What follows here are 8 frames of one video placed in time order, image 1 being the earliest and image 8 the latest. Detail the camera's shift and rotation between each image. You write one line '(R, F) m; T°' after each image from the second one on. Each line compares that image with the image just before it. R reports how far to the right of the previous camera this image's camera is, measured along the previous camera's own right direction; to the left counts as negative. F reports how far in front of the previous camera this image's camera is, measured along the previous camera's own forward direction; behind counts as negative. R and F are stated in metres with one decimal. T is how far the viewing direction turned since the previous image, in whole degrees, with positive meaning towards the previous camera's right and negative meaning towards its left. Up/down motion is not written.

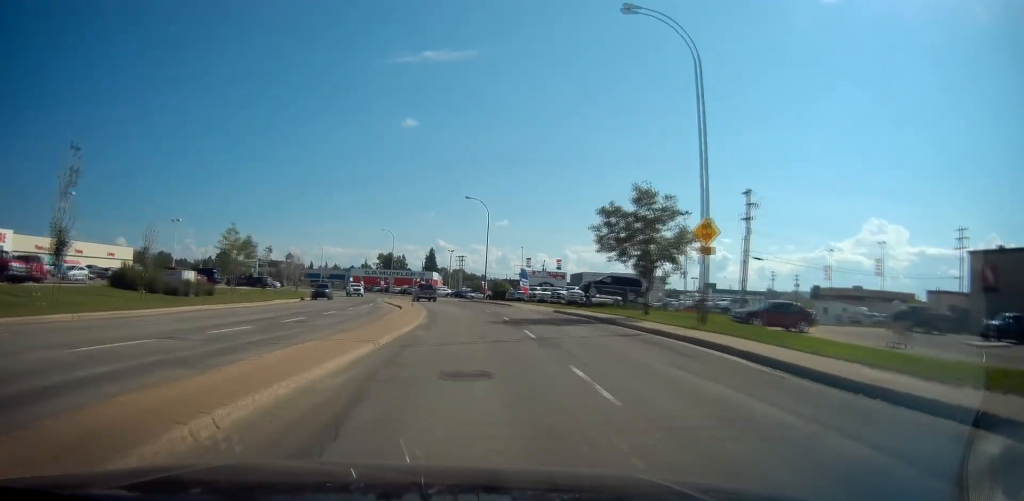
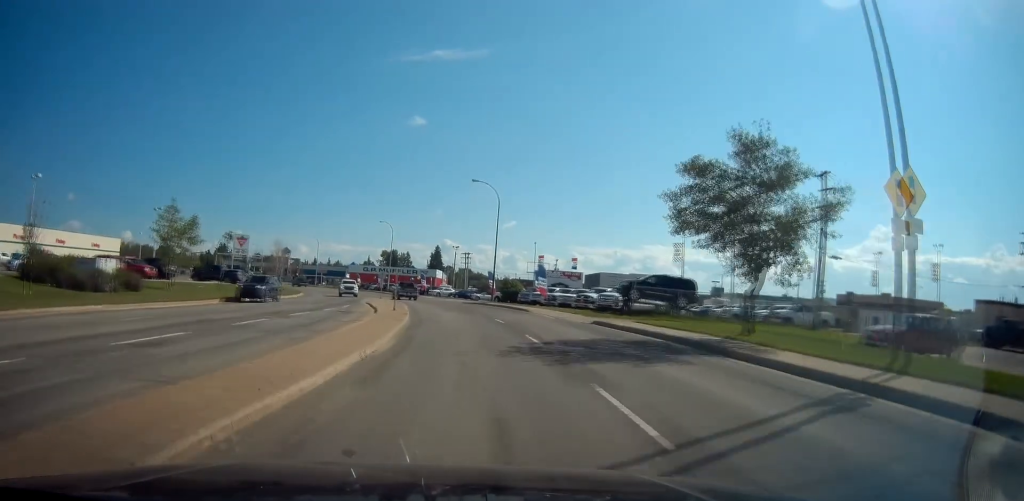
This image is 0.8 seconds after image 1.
(+0.1, +10.5) m; 0°
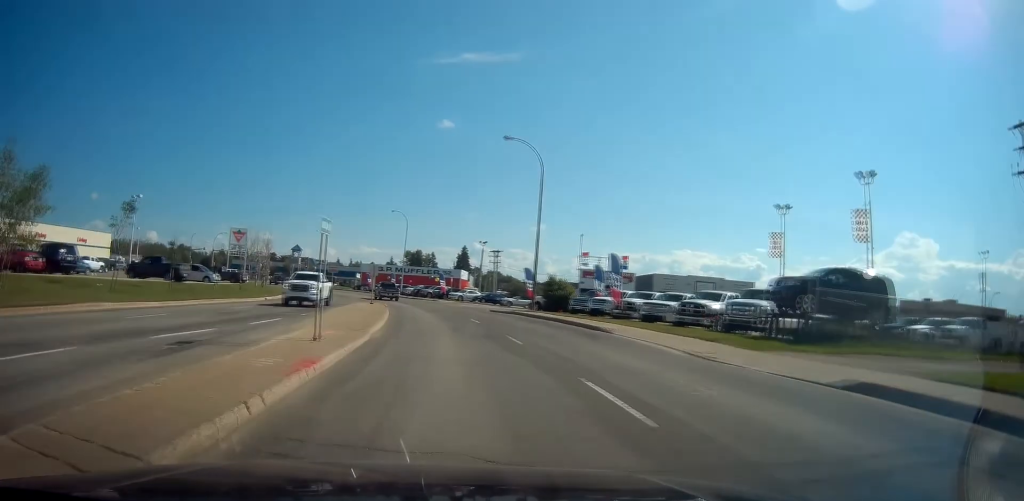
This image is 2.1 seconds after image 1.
(-0.2, +17.1) m; -2°
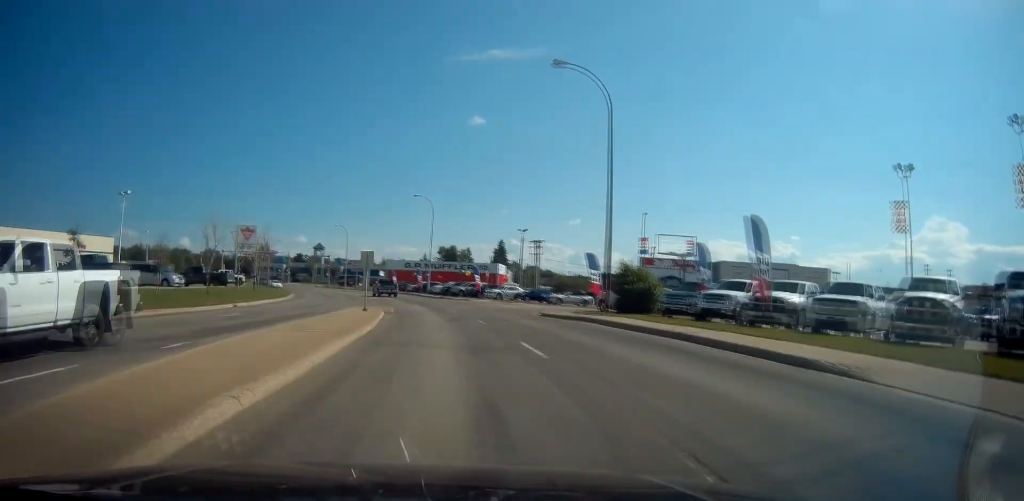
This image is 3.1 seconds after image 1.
(-0.1, +12.9) m; -4°
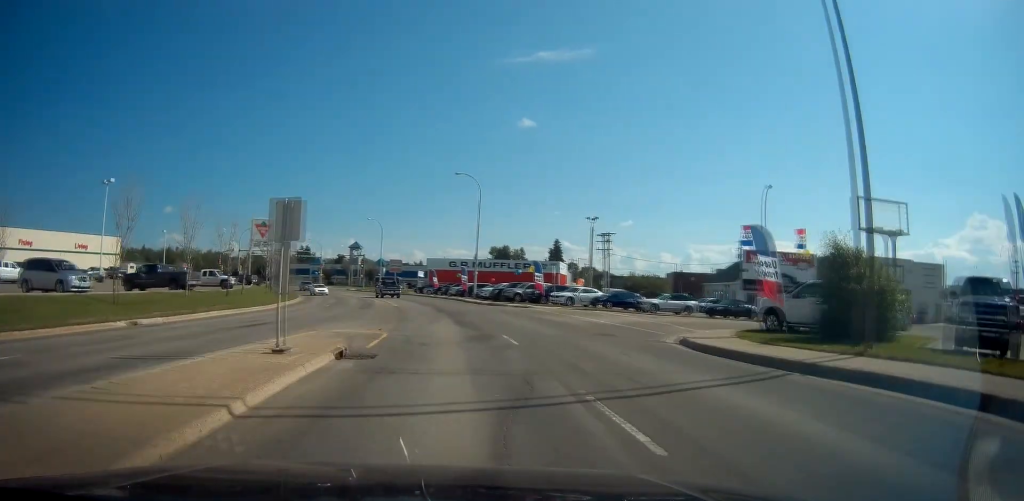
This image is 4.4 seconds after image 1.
(-1.1, +16.3) m; -3°
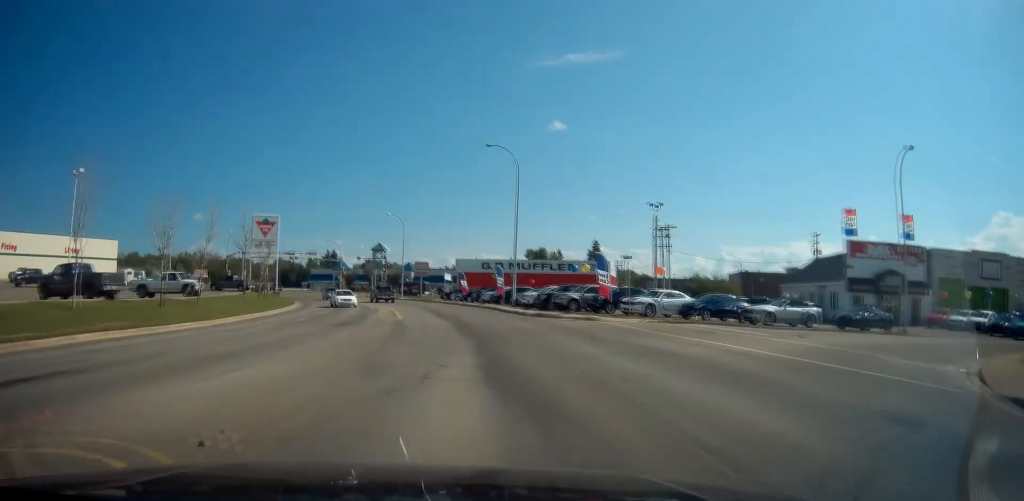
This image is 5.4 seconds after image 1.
(+0.4, +12.9) m; -2°
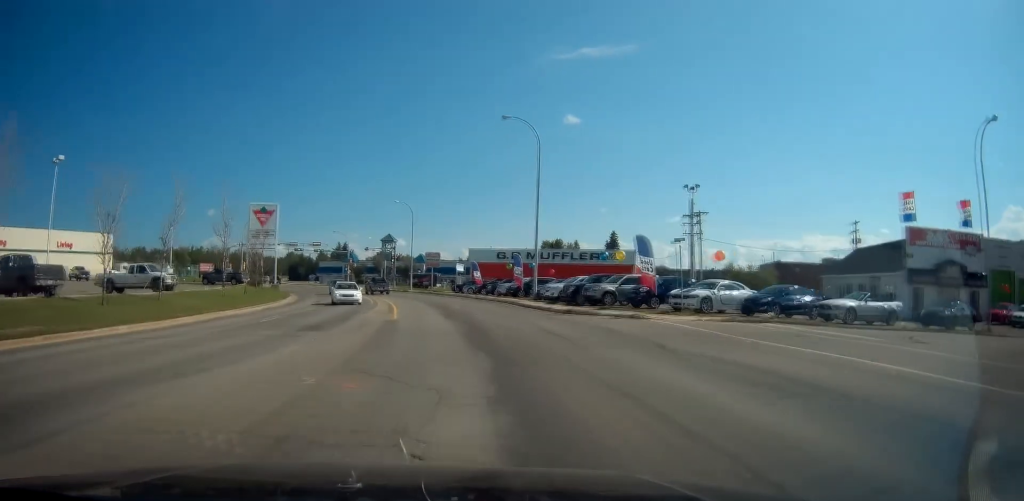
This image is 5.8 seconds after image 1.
(-0.4, +6.0) m; -2°
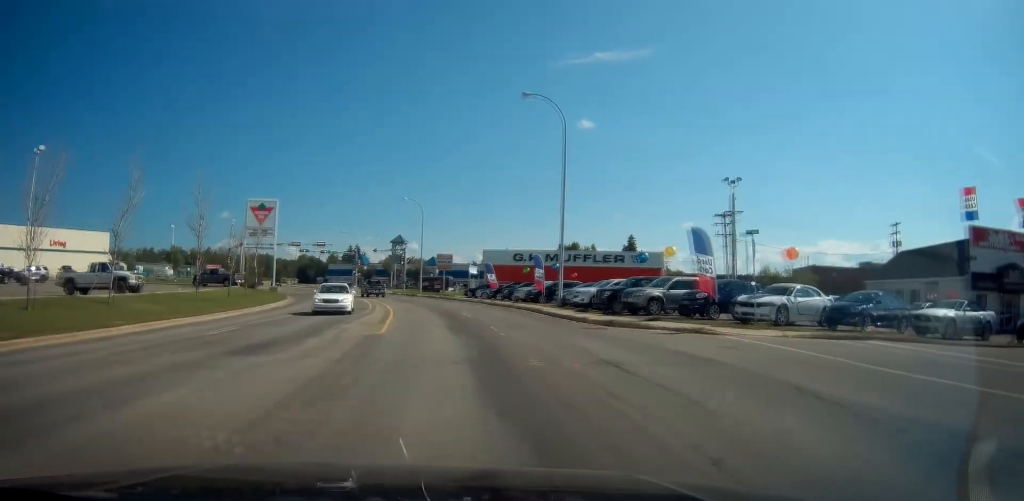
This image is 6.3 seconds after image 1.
(-0.2, +5.6) m; -2°
